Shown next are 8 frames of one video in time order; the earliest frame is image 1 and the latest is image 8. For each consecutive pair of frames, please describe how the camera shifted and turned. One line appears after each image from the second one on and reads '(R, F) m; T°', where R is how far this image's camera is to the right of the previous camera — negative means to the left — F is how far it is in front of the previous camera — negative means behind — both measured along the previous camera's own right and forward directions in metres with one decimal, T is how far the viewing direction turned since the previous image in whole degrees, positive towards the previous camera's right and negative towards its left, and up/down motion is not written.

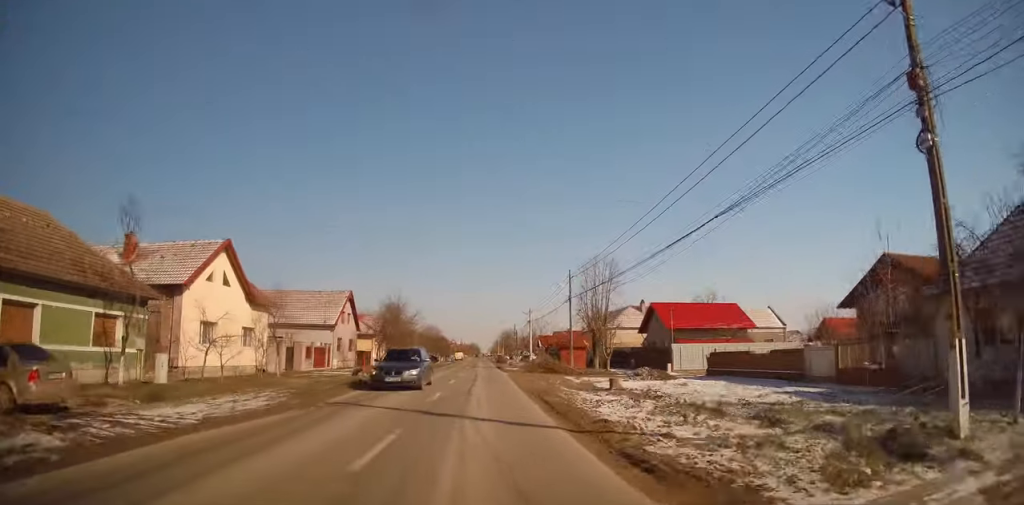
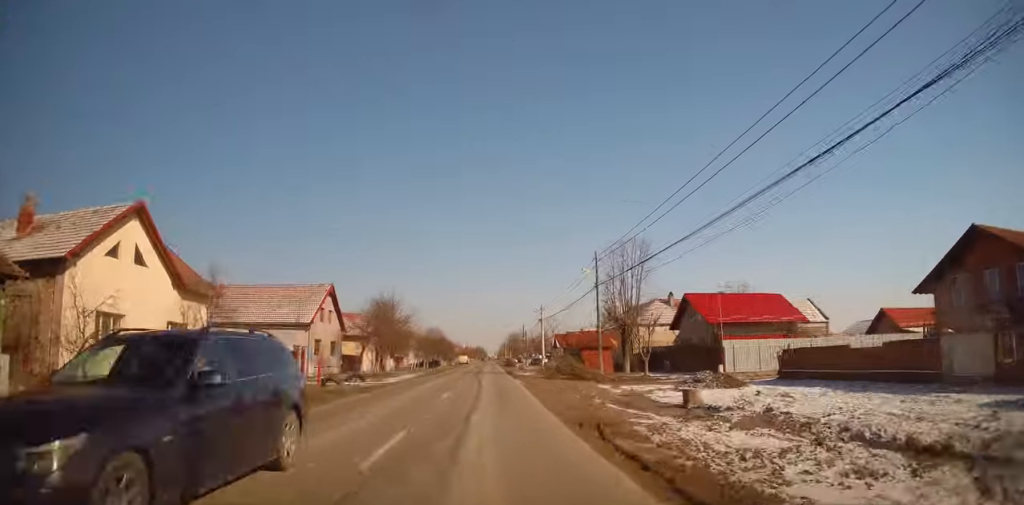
(-0.1, +8.6) m; -1°
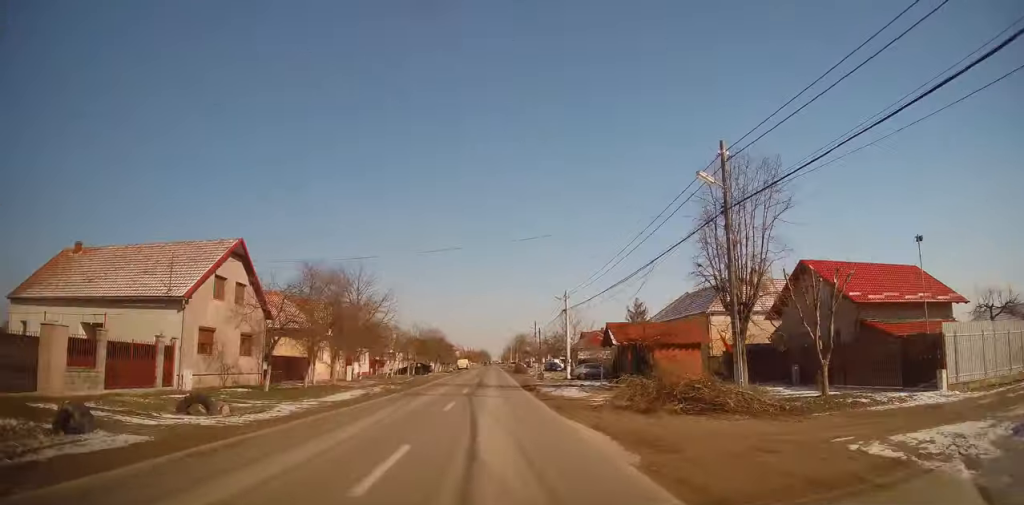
(-0.3, +18.8) m; -2°
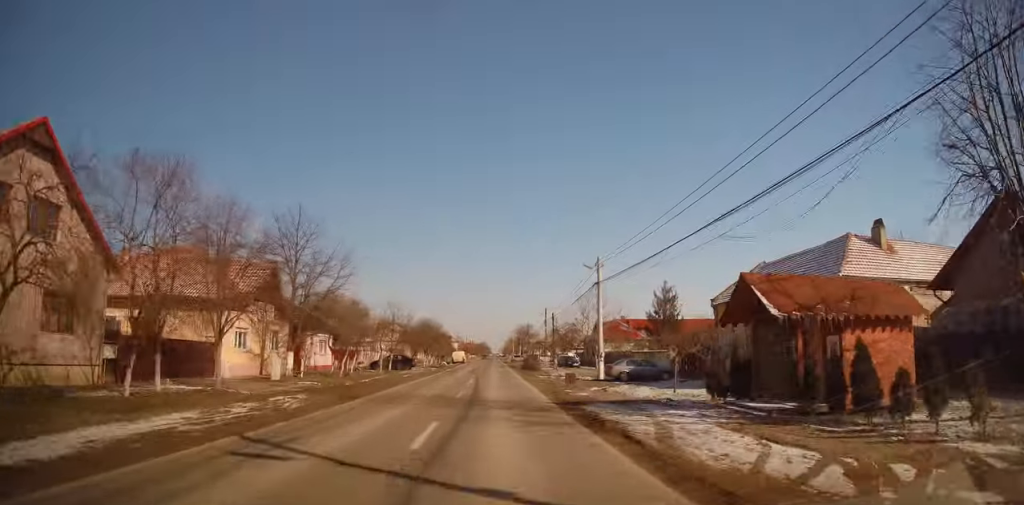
(-0.1, +15.1) m; +1°
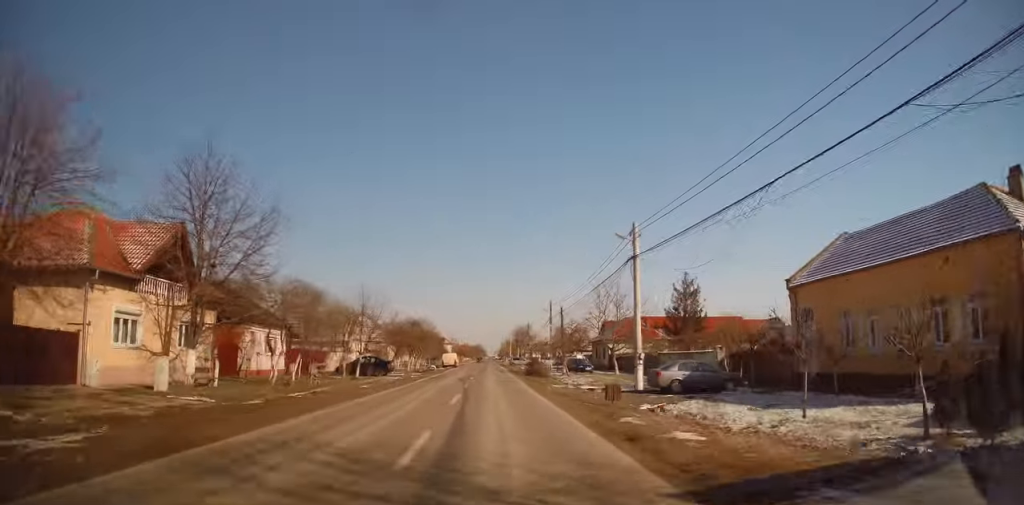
(+0.2, +10.3) m; +2°
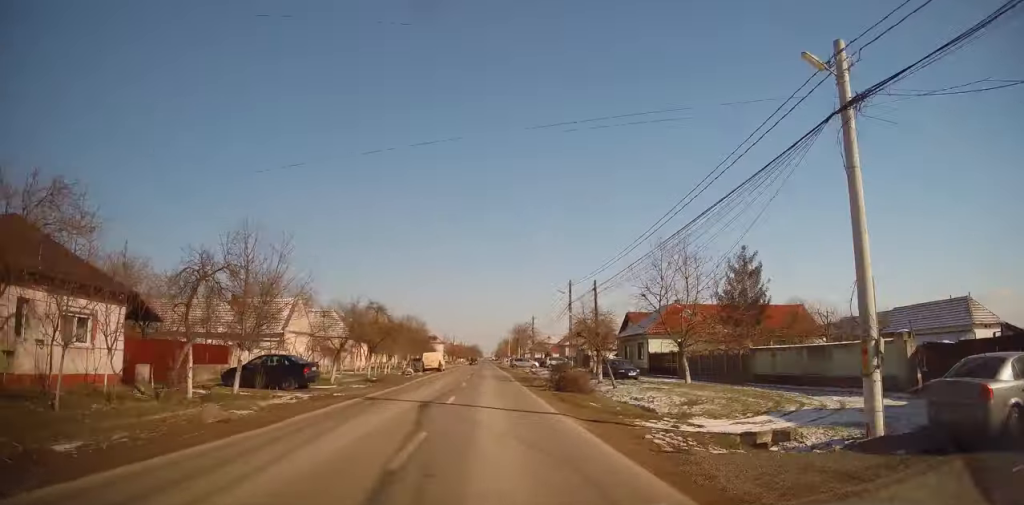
(+0.1, +17.6) m; -1°
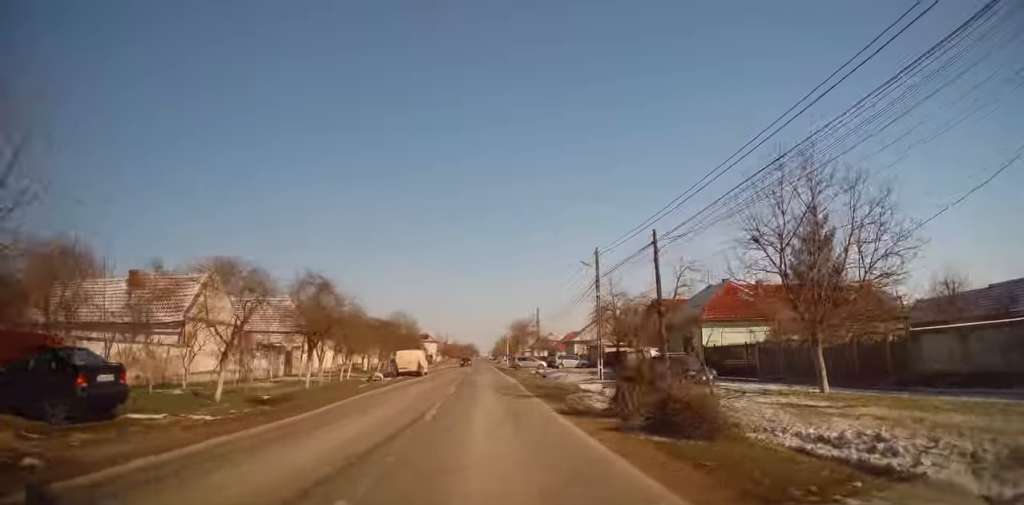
(-0.2, +13.1) m; 0°
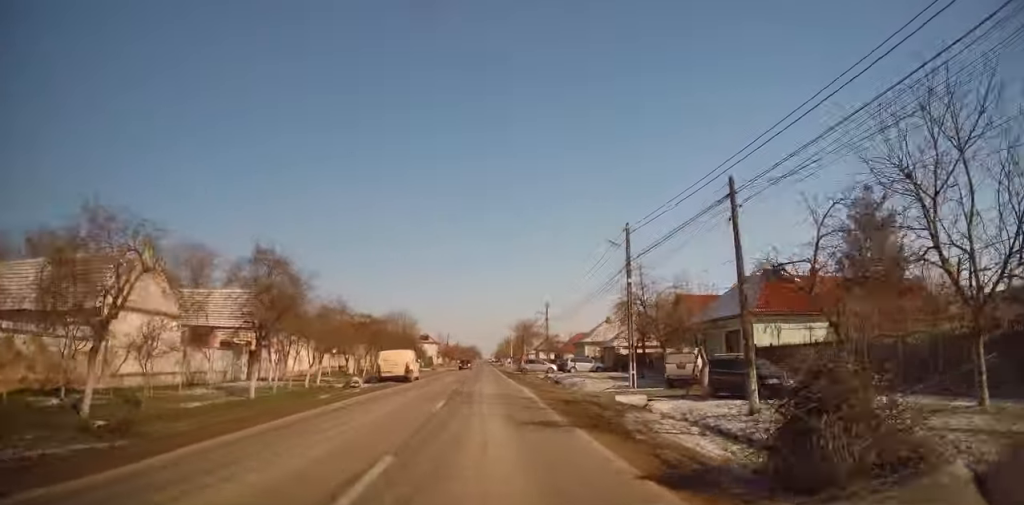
(0.0, +6.8) m; +1°
